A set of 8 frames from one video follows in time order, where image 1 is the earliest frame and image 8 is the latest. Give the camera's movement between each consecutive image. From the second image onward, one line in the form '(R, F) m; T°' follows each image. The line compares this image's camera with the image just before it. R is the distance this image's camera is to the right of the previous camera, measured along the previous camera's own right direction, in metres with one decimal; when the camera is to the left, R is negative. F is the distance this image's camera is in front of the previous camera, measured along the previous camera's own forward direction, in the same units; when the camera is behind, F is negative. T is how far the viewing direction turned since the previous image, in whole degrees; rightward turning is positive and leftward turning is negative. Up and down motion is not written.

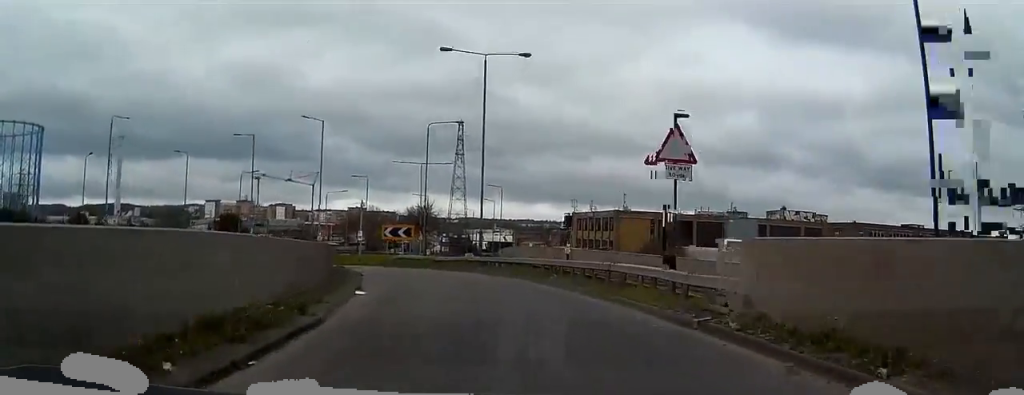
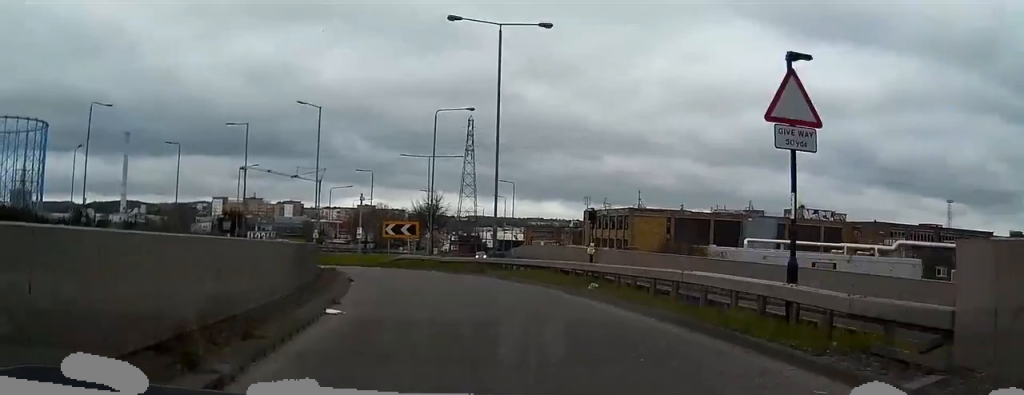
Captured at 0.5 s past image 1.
(-0.1, +4.7) m; -1°
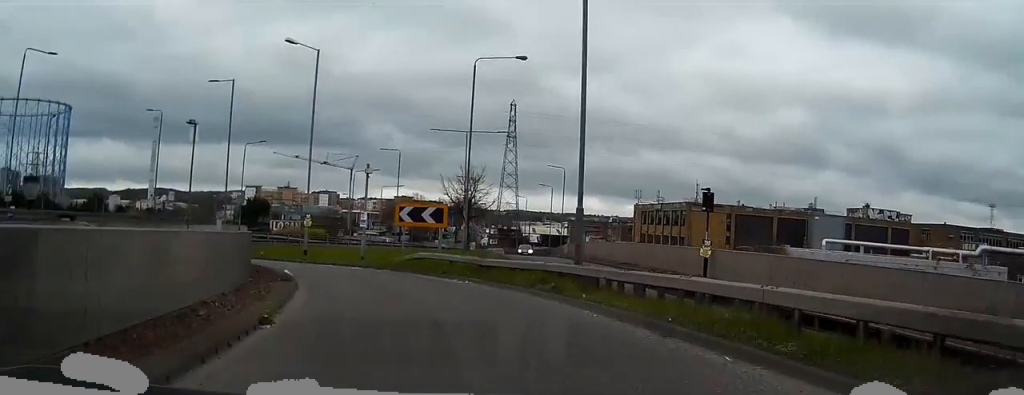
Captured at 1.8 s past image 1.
(-0.5, +12.7) m; -5°
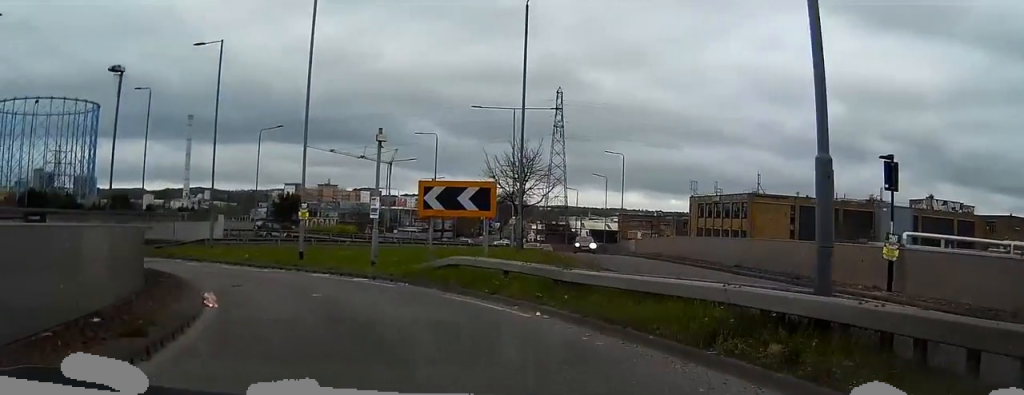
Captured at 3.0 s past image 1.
(-0.4, +9.2) m; -8°
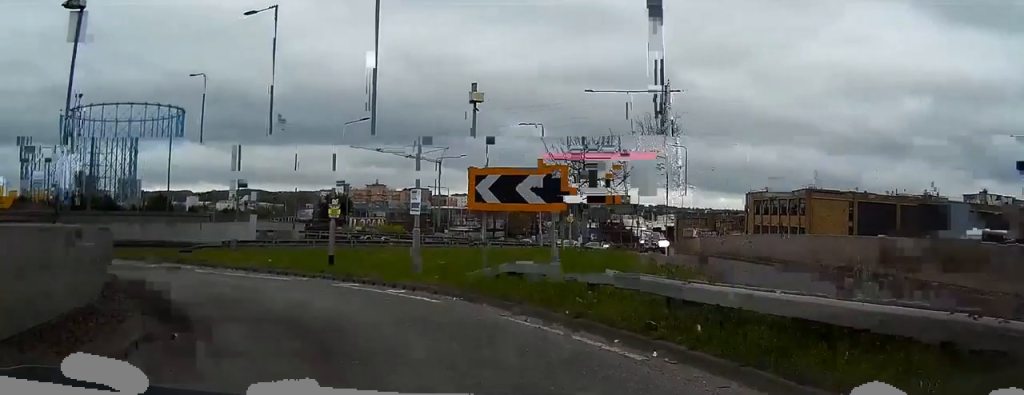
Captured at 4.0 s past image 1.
(-0.6, +6.8) m; -6°
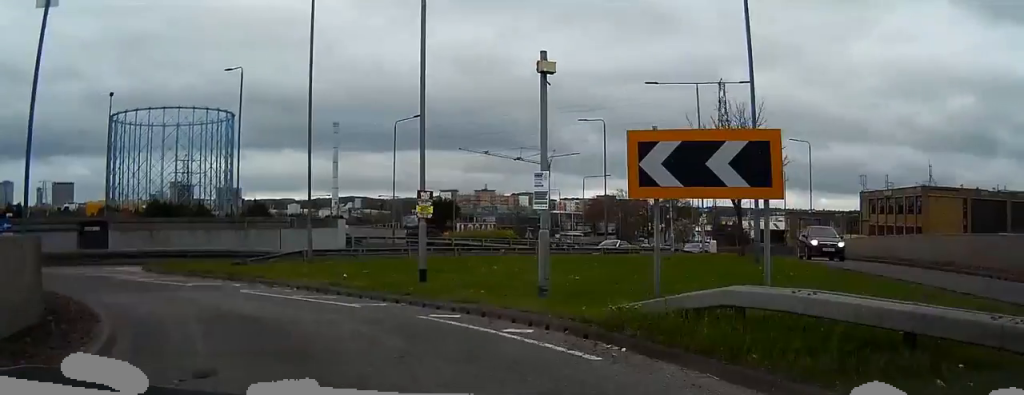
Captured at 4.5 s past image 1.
(0.0, +2.8) m; -4°
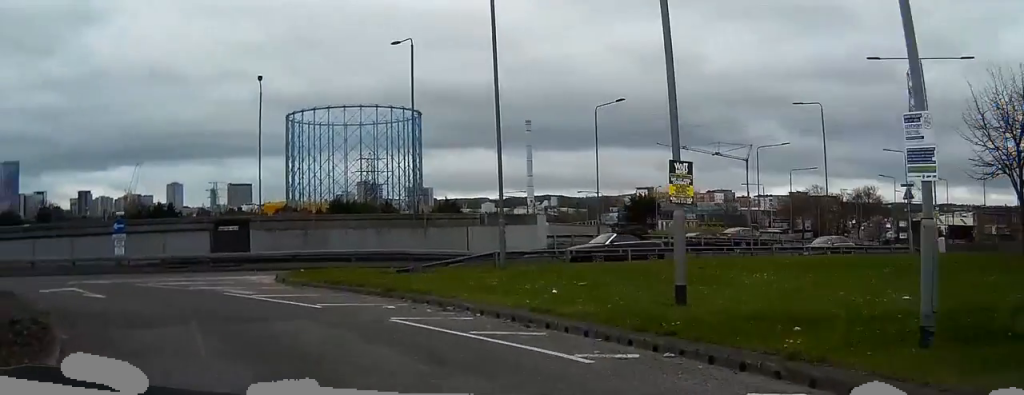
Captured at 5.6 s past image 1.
(-0.6, +6.1) m; -21°
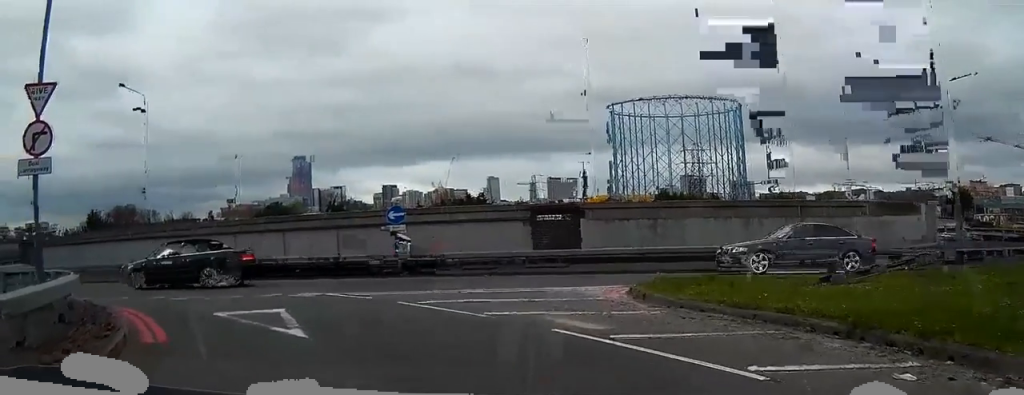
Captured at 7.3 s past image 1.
(-2.7, +6.8) m; -34°
